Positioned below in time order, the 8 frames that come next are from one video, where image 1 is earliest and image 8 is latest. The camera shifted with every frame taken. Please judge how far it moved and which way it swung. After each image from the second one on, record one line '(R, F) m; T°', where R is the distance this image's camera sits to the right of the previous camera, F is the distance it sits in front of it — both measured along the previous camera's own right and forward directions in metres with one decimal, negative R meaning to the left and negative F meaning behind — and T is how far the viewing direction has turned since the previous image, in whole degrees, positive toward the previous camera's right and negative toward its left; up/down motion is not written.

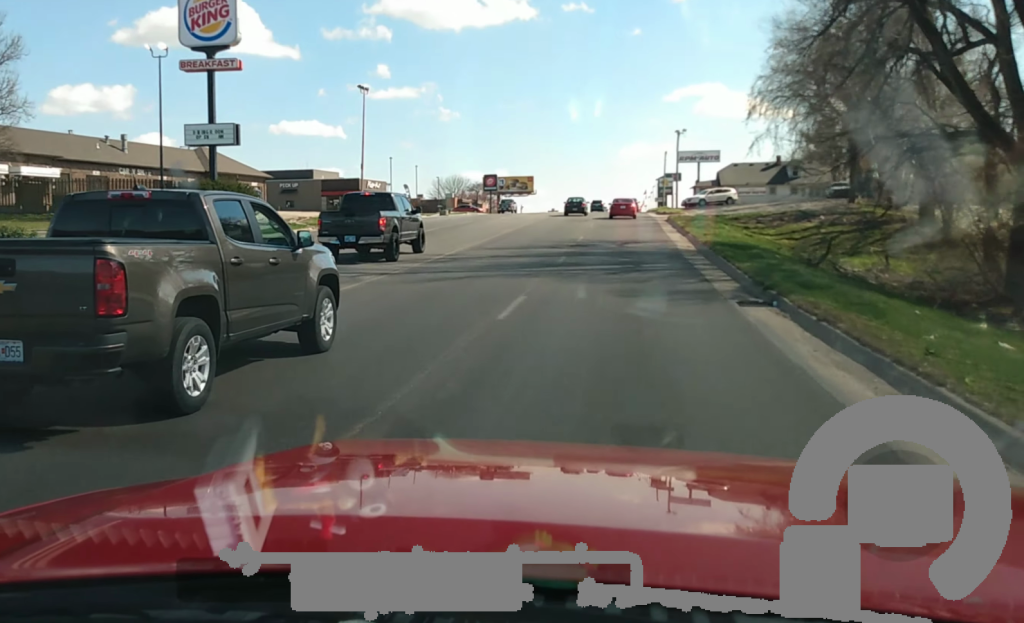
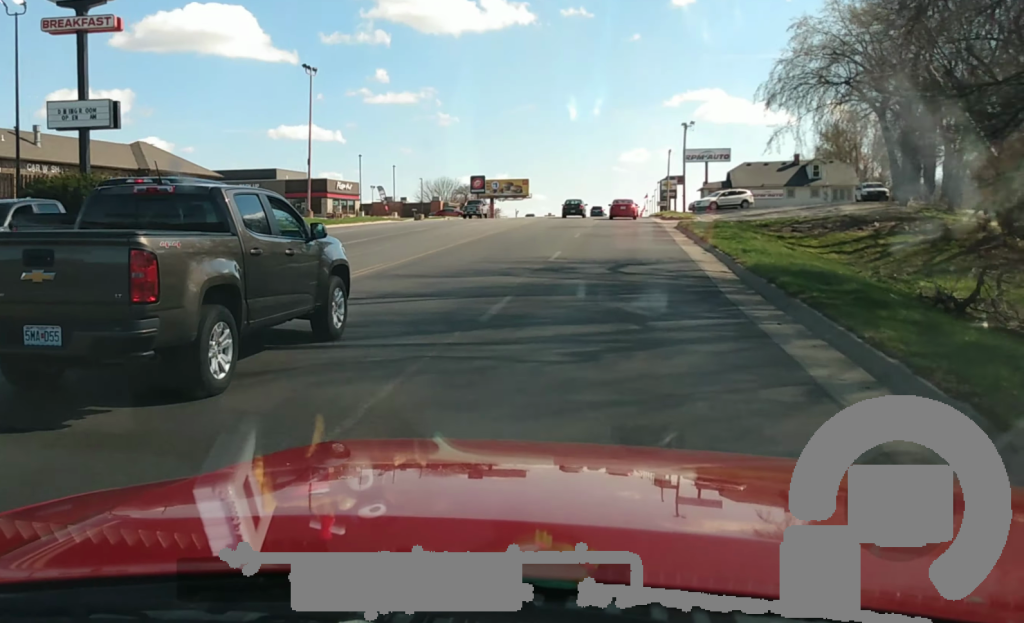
(+0.1, +12.9) m; 0°
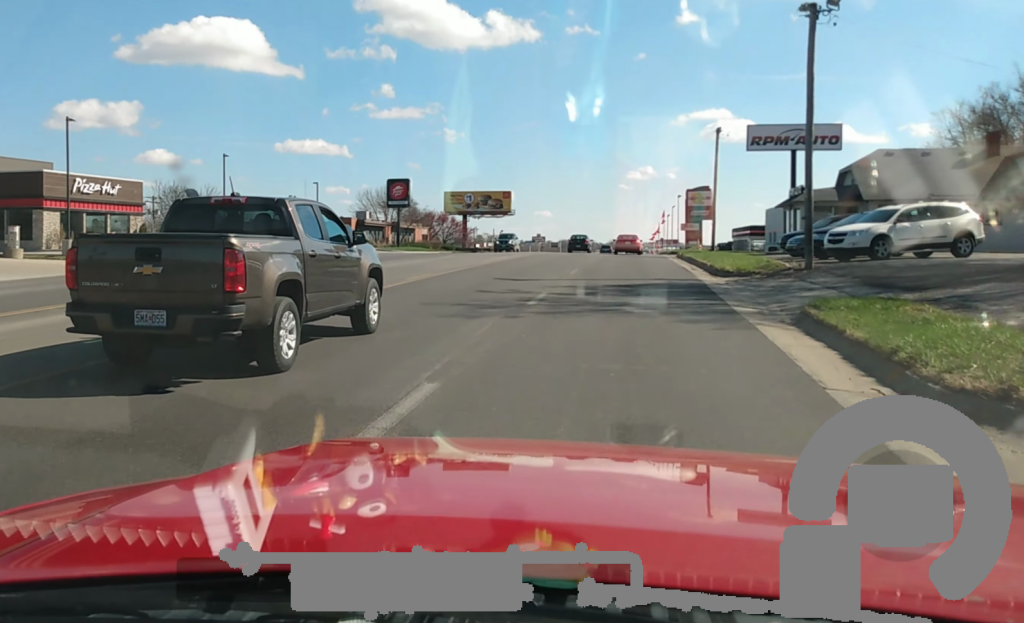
(-0.1, +55.4) m; +1°
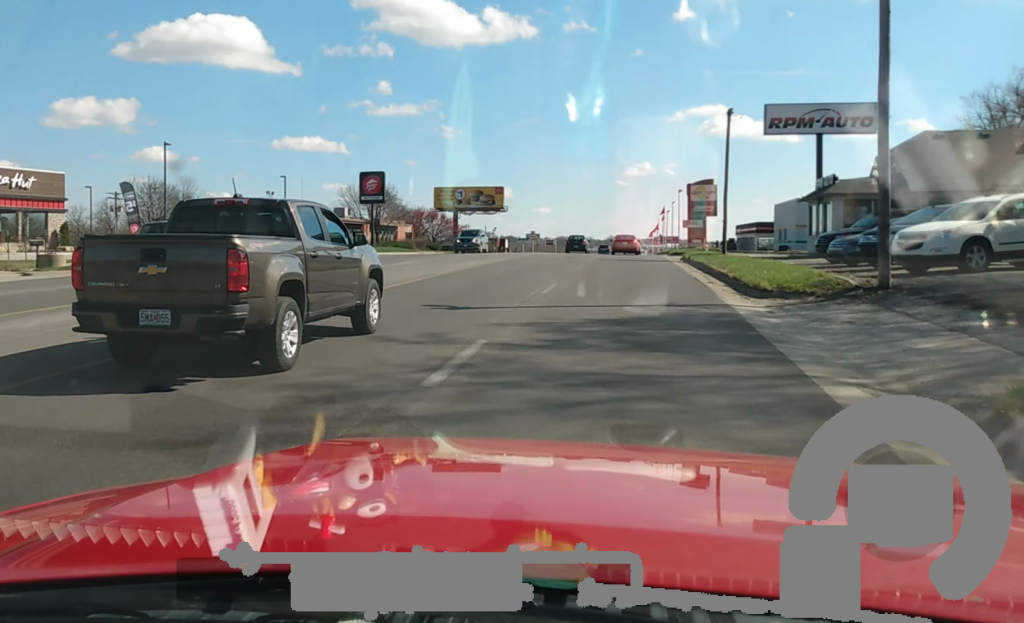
(+0.1, +8.8) m; 0°
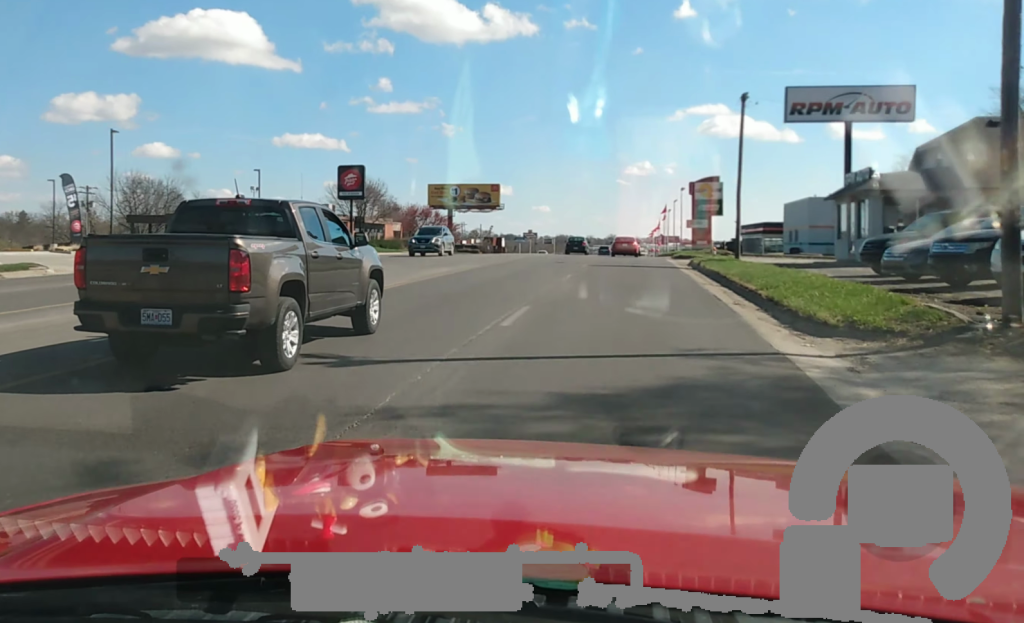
(-0.1, +6.6) m; 0°
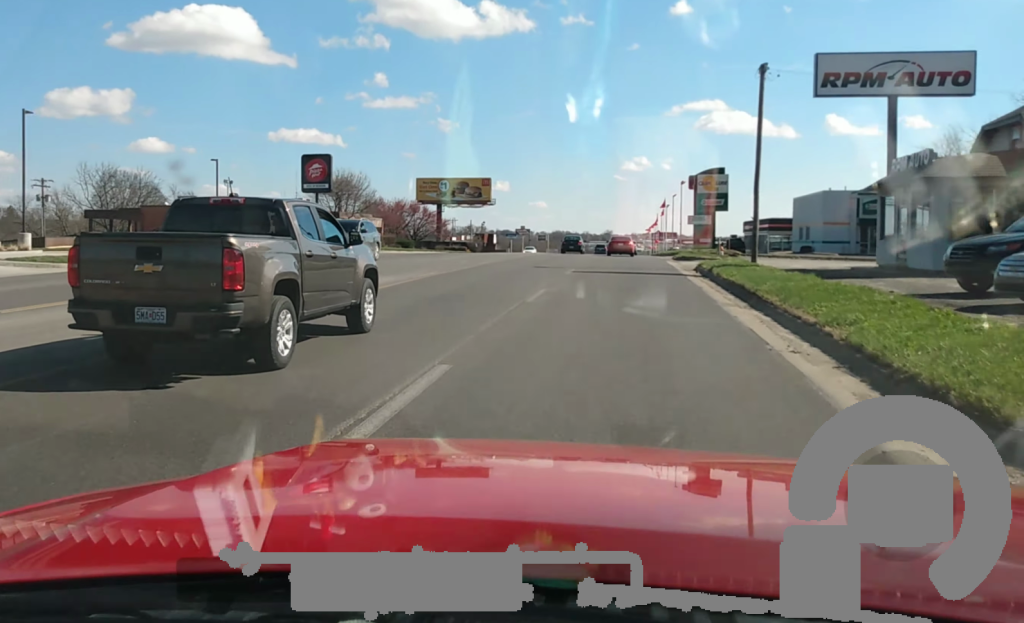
(0.0, +7.2) m; 0°
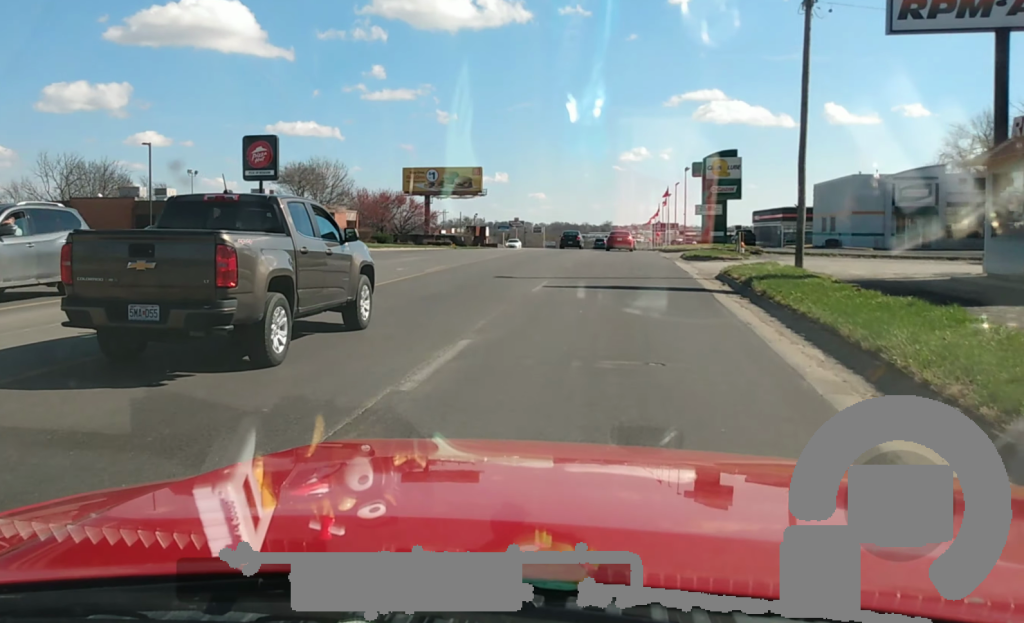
(0.0, +10.5) m; 0°
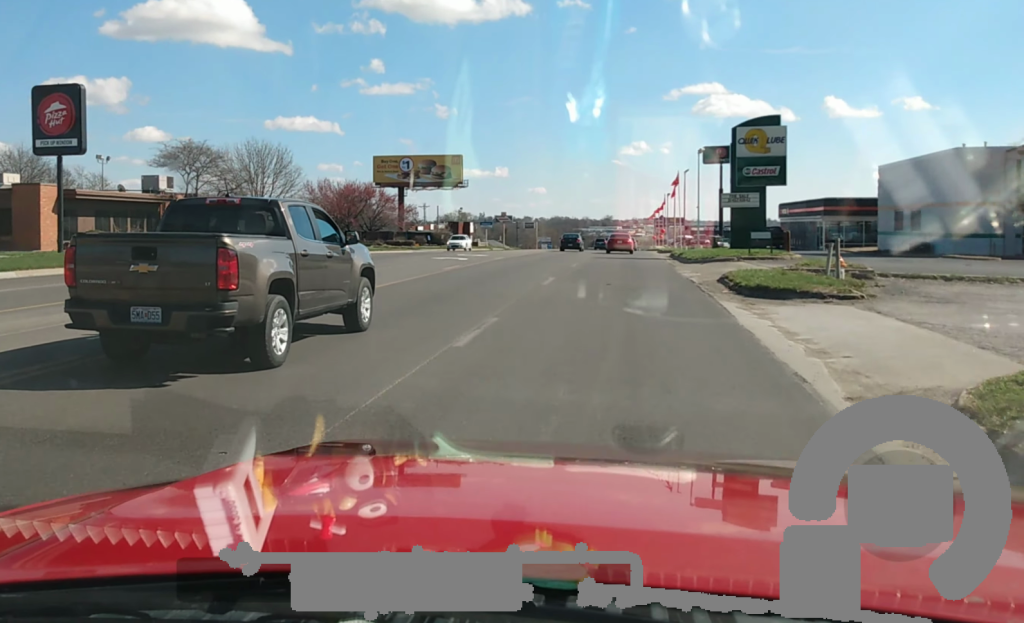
(0.0, +21.0) m; 0°
